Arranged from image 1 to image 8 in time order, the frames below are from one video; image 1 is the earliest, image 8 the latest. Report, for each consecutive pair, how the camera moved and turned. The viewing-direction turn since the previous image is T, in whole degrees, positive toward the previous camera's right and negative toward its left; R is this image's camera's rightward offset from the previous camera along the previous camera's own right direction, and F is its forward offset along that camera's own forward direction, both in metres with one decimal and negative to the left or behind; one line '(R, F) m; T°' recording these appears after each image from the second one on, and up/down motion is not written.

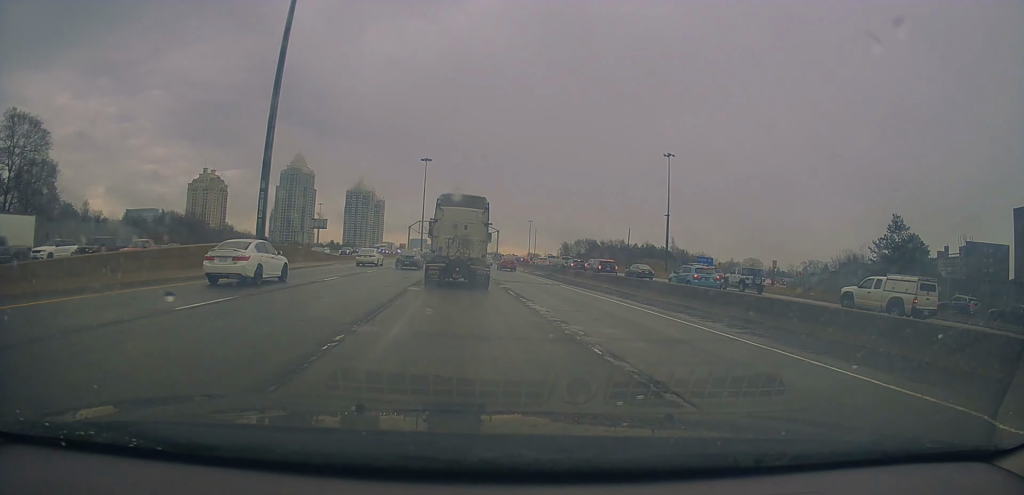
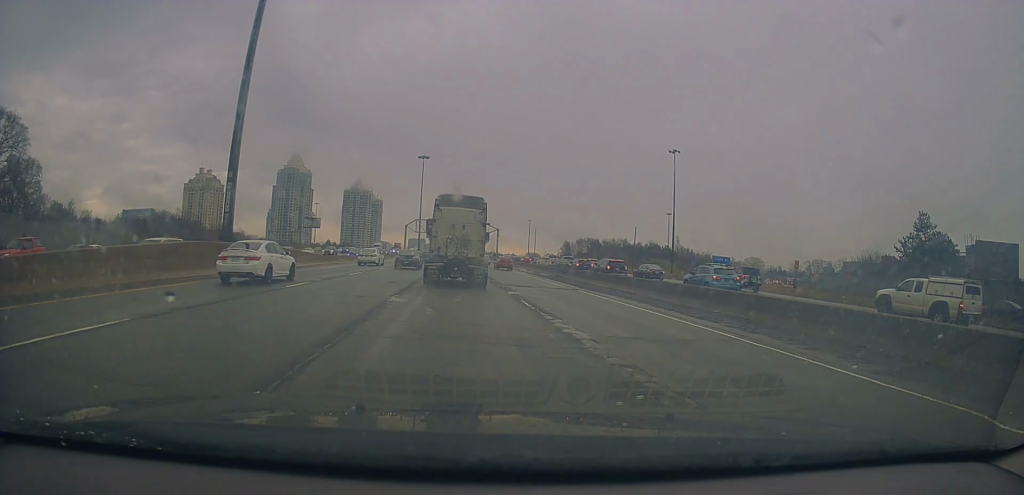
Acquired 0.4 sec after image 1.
(-0.2, +5.2) m; -1°
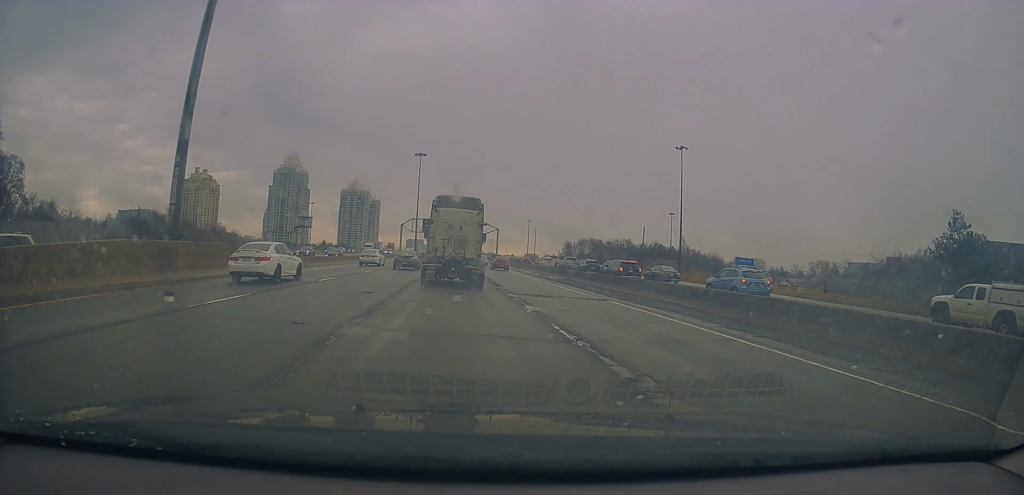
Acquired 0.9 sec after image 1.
(-0.4, +5.5) m; -1°
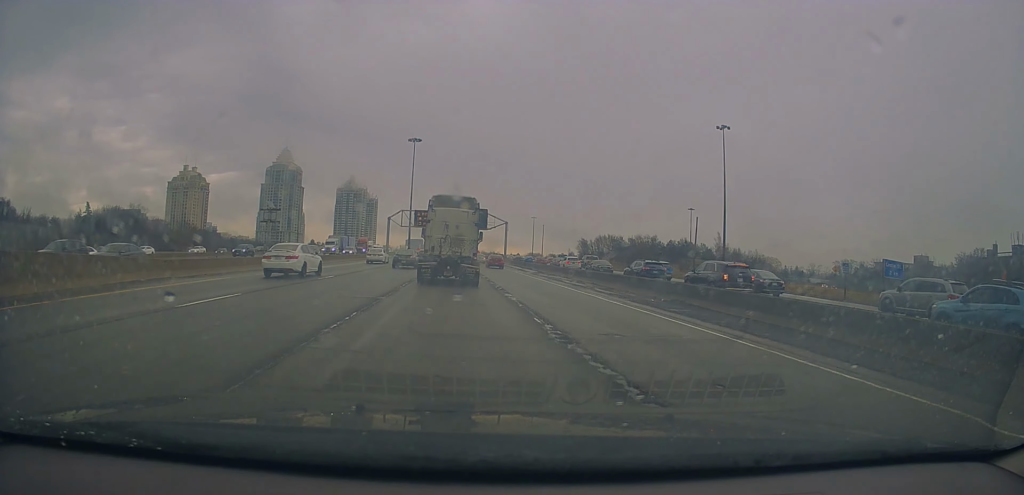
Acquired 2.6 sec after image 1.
(+0.8, +23.0) m; +2°
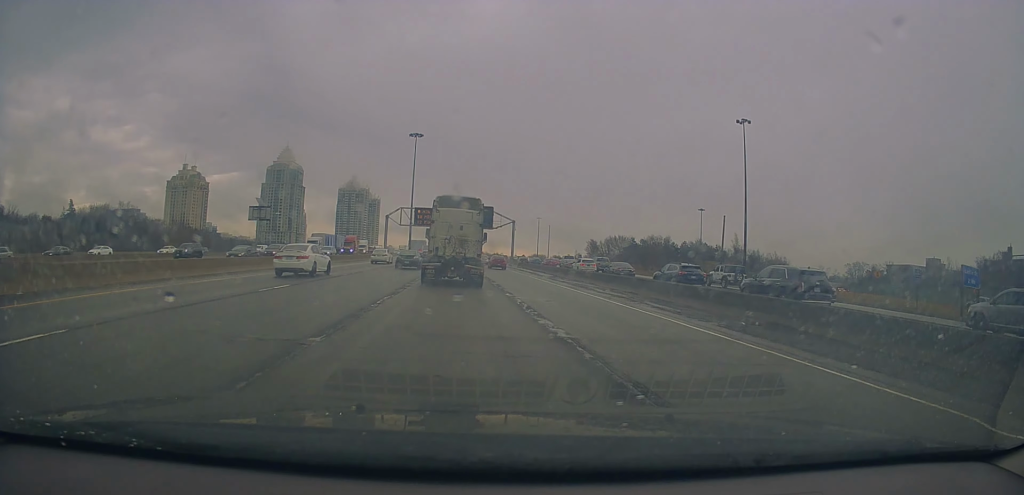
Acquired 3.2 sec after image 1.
(0.0, +7.8) m; -1°
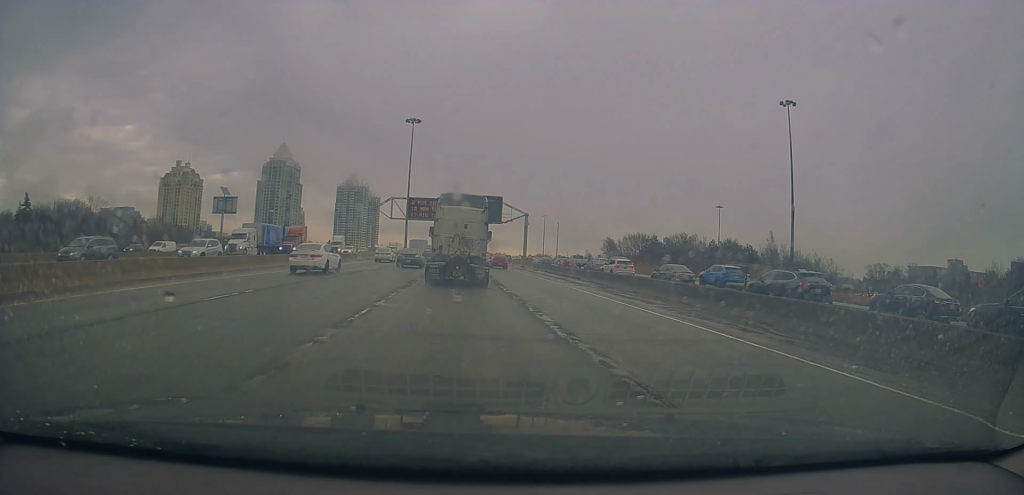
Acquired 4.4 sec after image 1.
(-0.3, +15.7) m; +1°
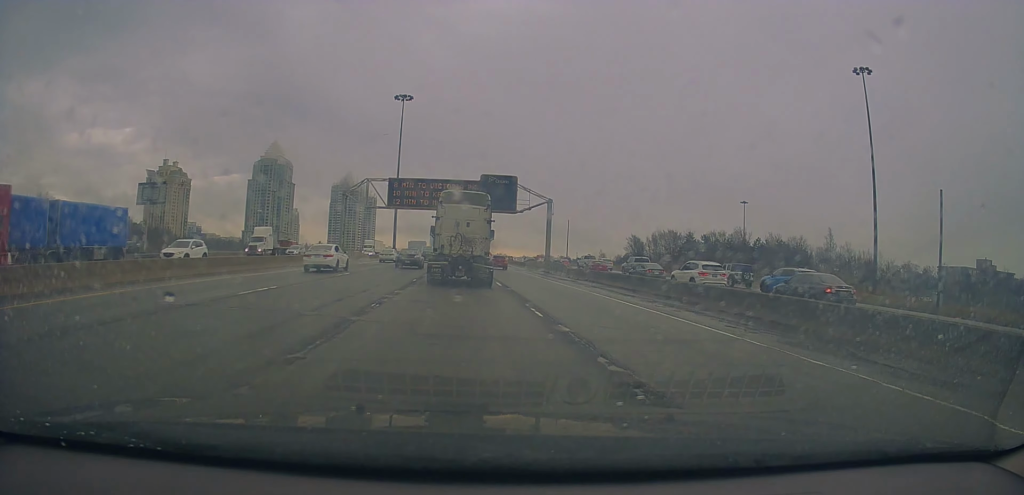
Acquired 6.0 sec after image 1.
(+0.8, +21.6) m; +2°
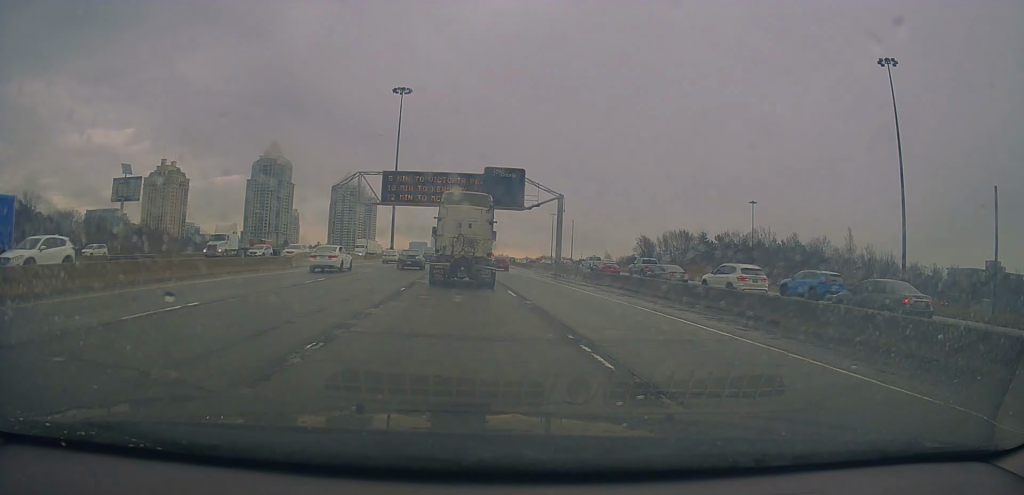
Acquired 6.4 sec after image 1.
(0.0, +5.5) m; -1°
